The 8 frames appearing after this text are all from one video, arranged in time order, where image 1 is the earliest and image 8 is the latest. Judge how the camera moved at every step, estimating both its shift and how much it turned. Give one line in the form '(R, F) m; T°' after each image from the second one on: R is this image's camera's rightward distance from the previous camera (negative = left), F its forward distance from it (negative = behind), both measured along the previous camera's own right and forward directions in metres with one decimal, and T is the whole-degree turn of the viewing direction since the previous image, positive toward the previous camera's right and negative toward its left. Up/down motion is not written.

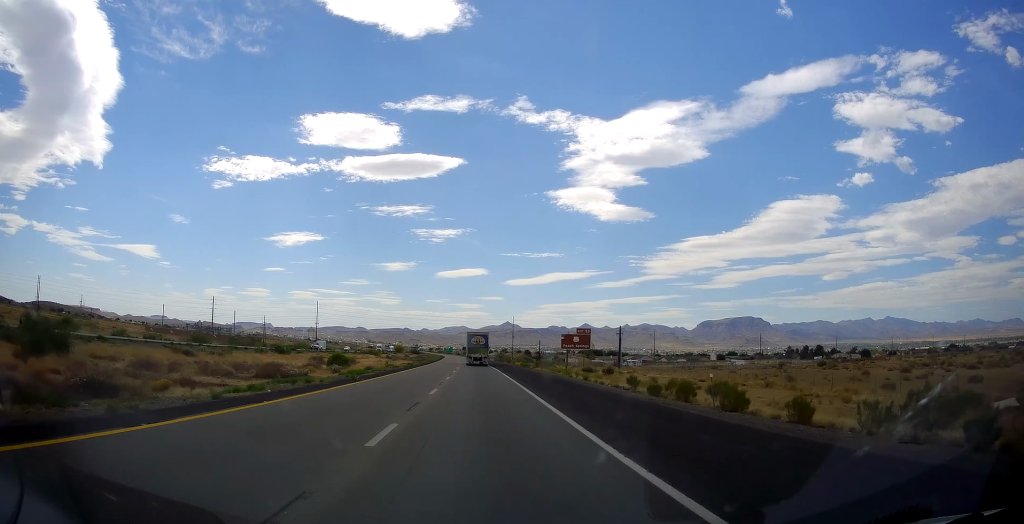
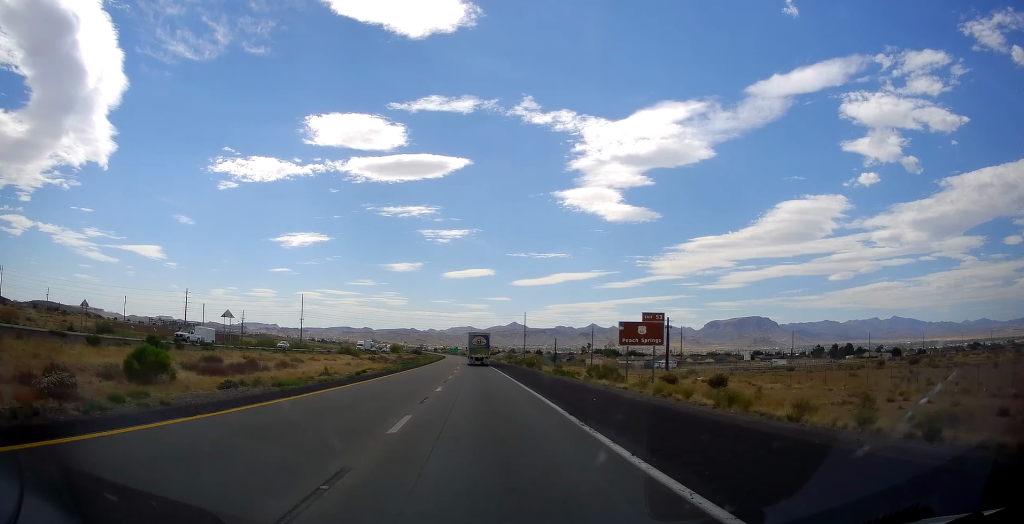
(0.0, +34.9) m; 0°
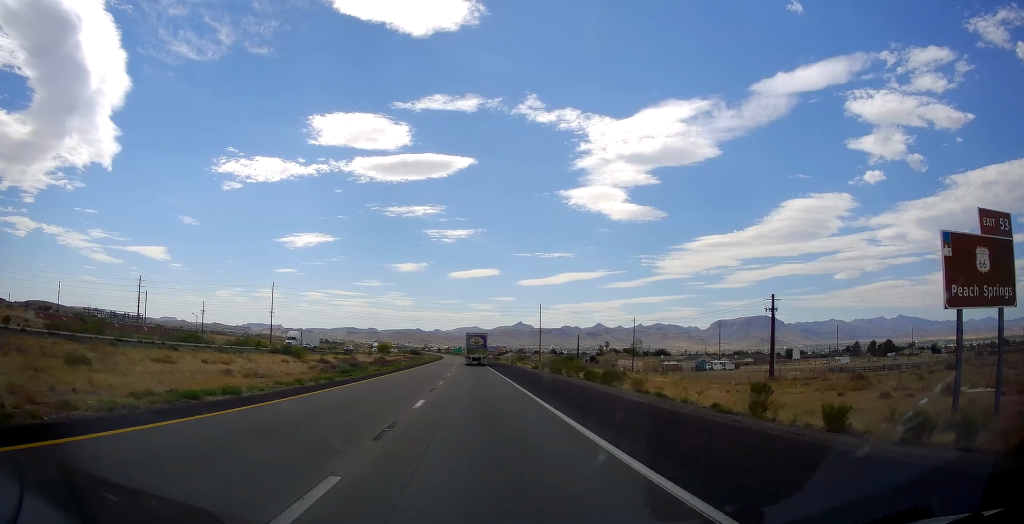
(+0.1, +43.4) m; 0°
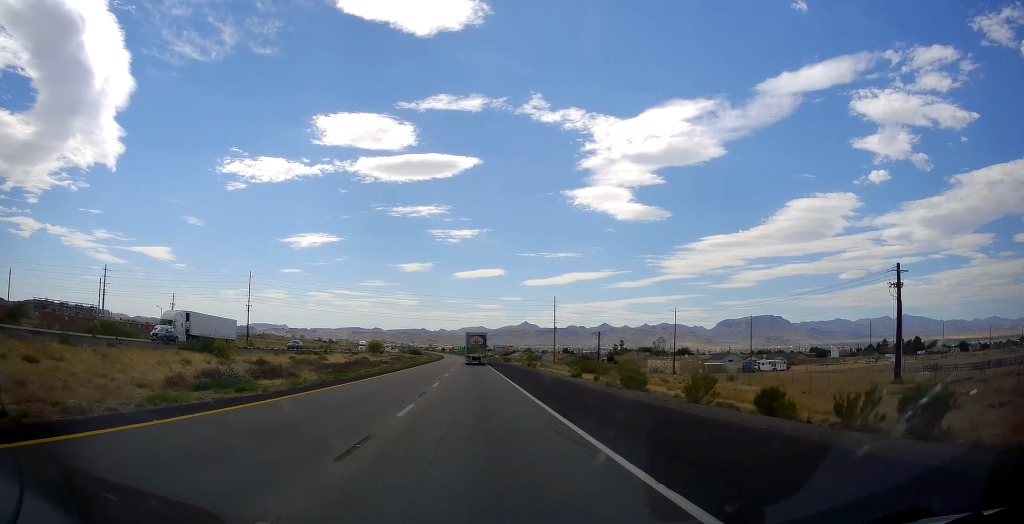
(0.0, +26.5) m; -1°
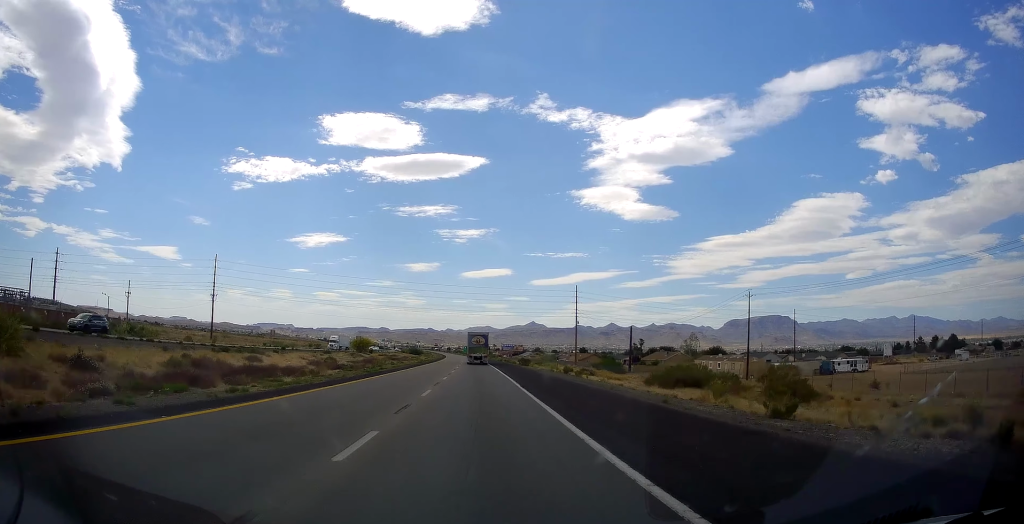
(-0.6, +30.6) m; -1°
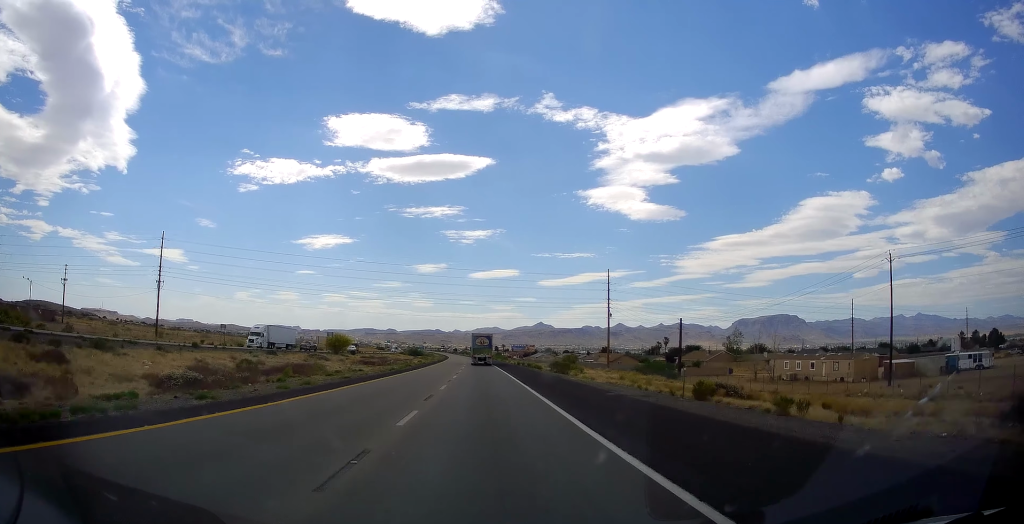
(0.0, +32.7) m; 0°
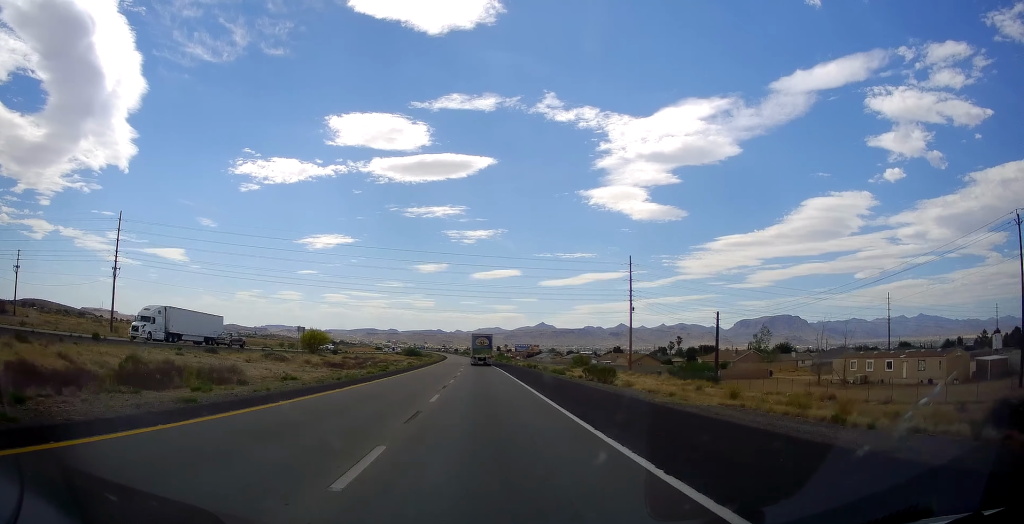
(0.0, +18.3) m; 0°
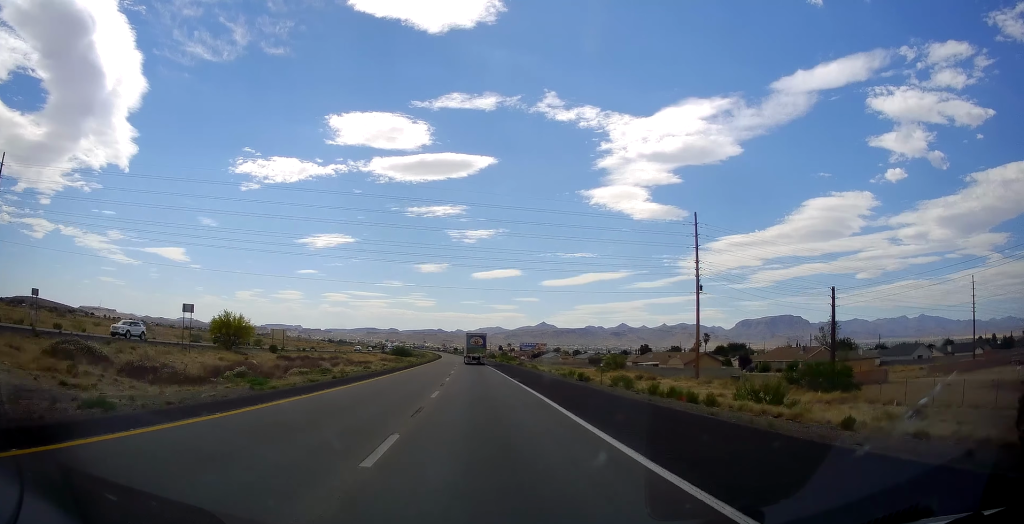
(-0.3, +35.5) m; -1°
